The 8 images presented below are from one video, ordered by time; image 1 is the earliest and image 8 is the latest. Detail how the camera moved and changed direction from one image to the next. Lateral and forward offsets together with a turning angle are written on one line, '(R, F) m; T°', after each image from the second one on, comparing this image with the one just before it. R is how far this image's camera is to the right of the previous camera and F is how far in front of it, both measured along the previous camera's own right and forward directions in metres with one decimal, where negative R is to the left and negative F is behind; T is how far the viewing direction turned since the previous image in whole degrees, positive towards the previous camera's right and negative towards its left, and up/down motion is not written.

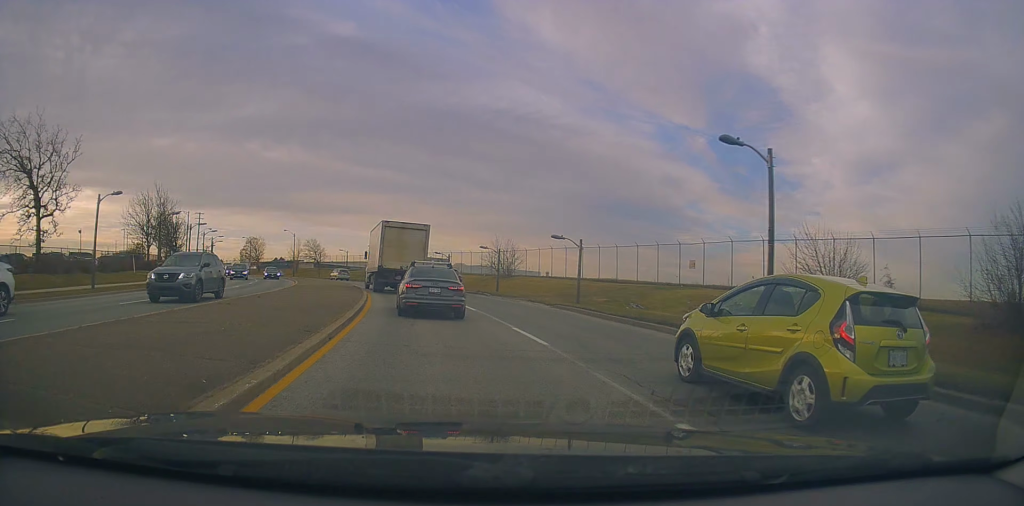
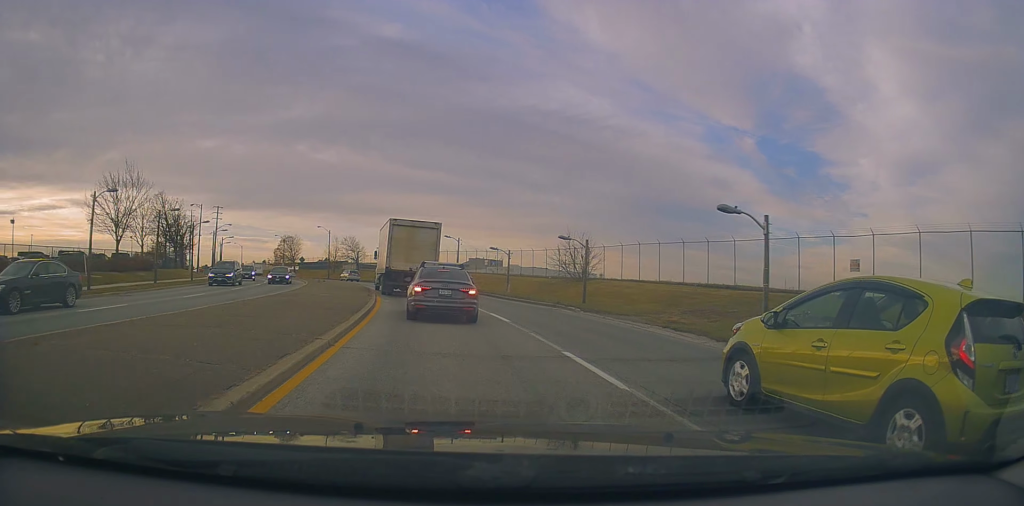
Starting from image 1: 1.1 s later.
(-0.8, +14.1) m; -3°
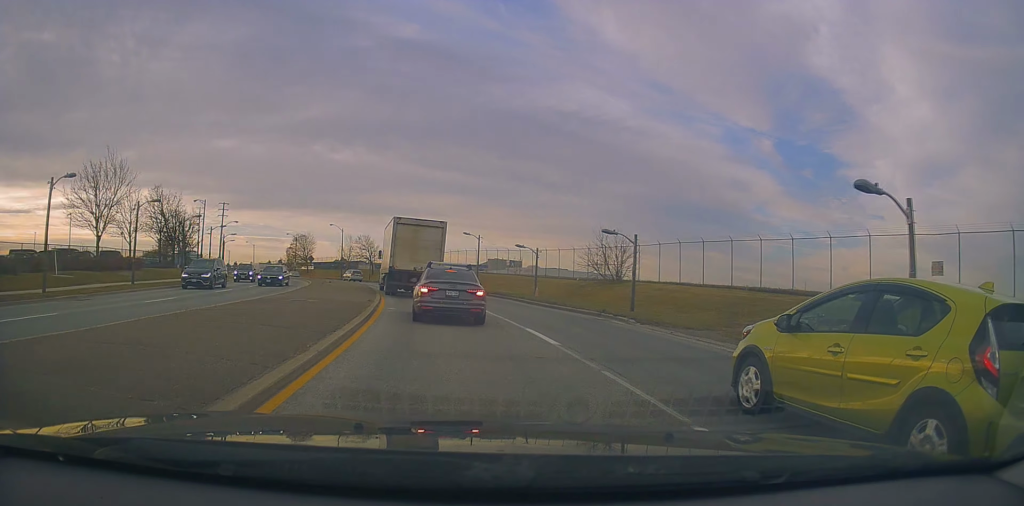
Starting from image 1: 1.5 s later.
(+0.2, +5.1) m; -1°
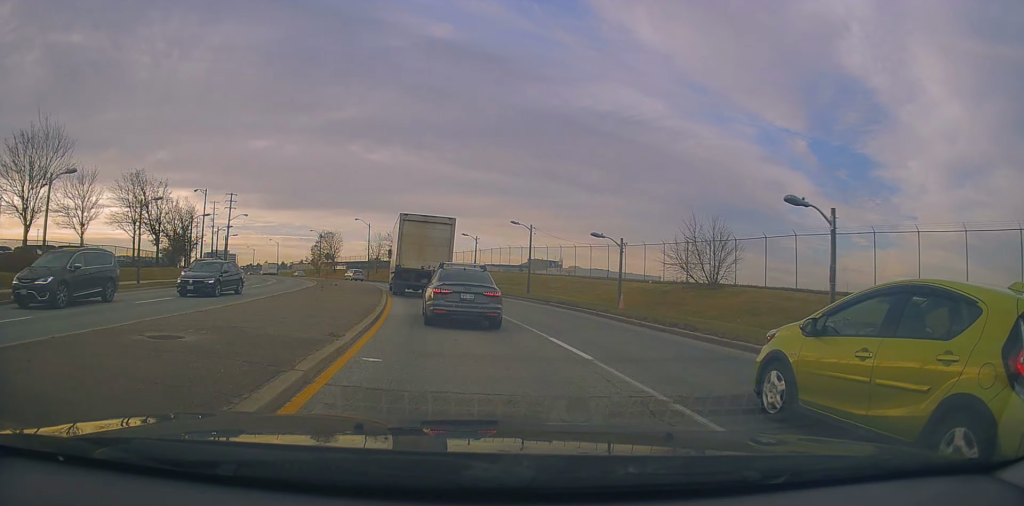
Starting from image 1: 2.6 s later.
(-0.5, +12.1) m; -4°
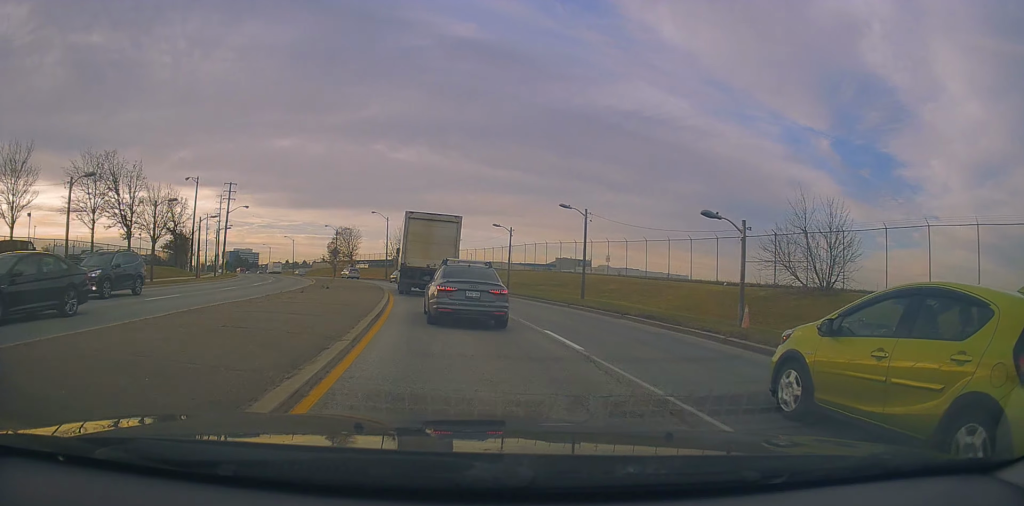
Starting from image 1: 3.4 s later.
(-0.2, +9.2) m; -4°
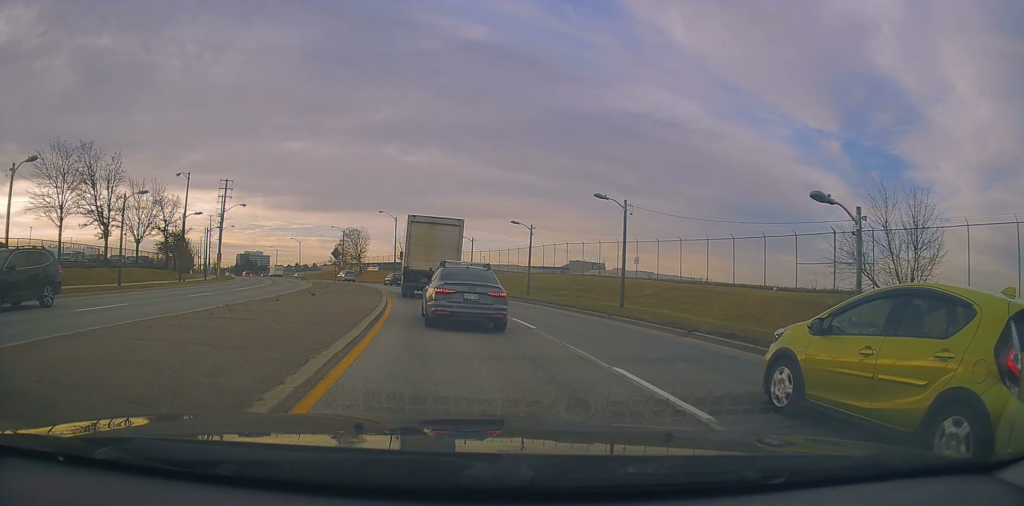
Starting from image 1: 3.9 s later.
(+0.1, +5.1) m; -2°
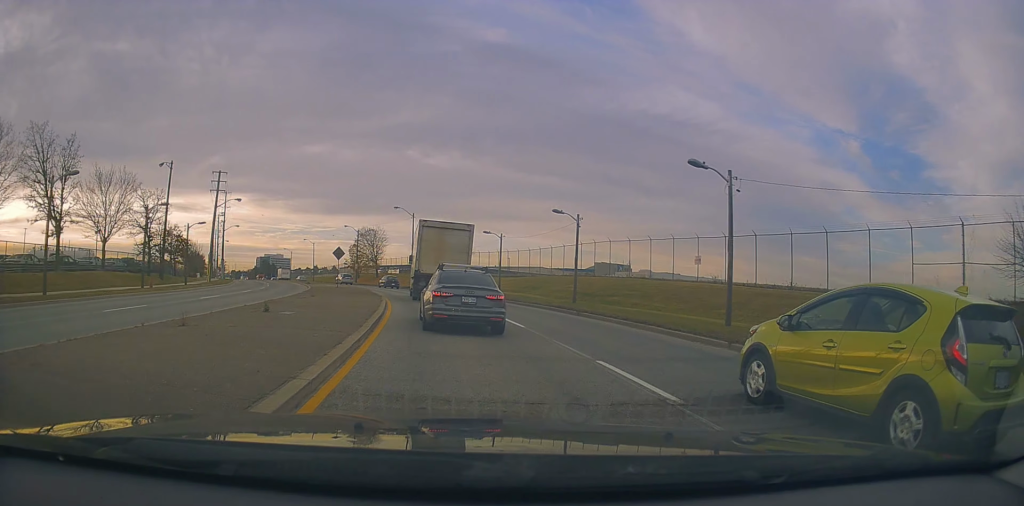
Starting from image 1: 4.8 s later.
(-0.6, +8.3) m; -2°
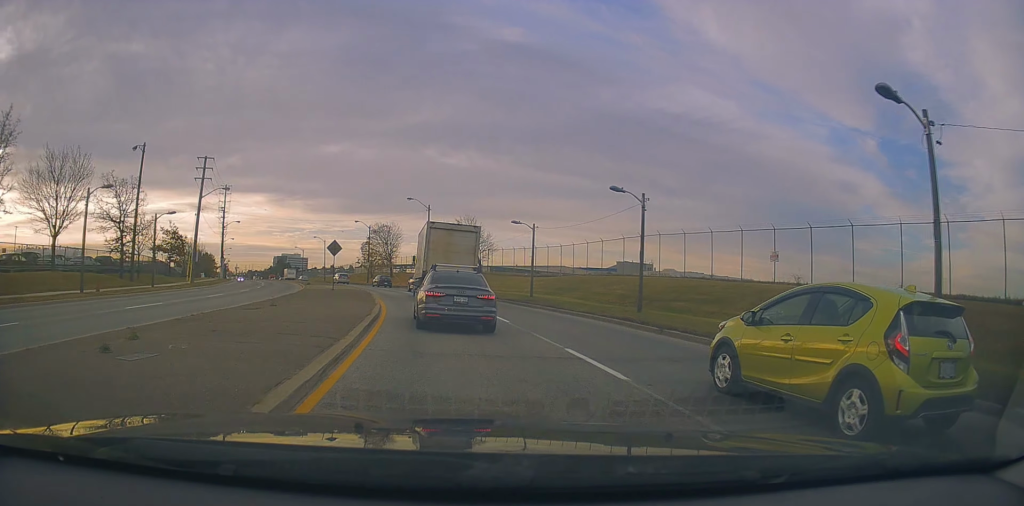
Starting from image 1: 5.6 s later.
(+0.2, +7.9) m; 0°
